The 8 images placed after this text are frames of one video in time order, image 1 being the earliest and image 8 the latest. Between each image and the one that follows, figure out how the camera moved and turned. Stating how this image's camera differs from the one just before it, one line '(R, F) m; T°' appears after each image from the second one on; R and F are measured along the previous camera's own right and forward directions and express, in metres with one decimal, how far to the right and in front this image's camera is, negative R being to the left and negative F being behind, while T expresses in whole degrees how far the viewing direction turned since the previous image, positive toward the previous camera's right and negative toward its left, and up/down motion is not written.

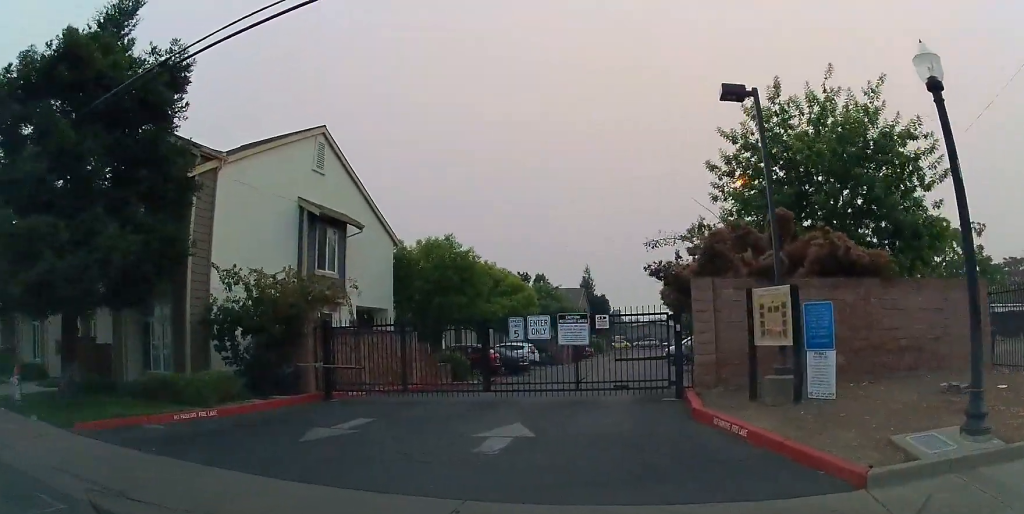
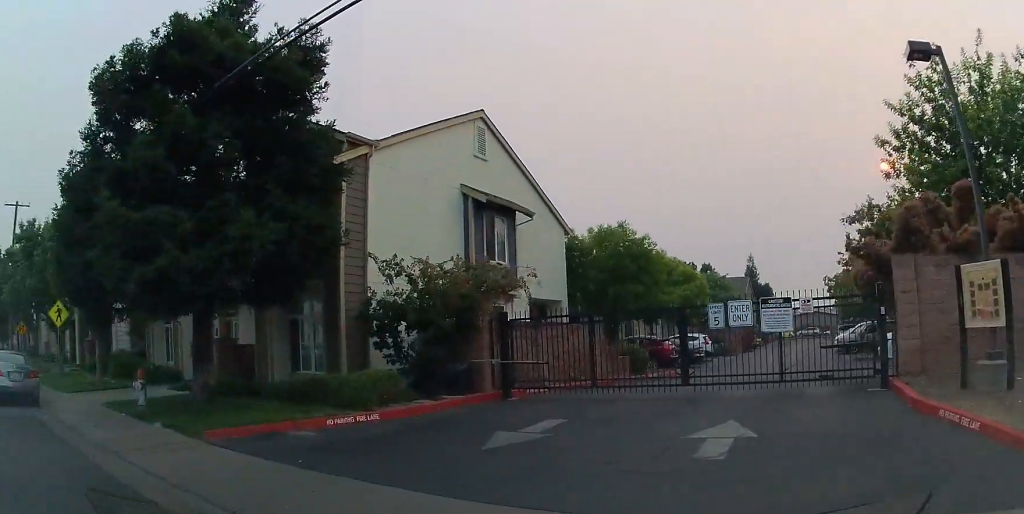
(-0.2, +1.4) m; -15°
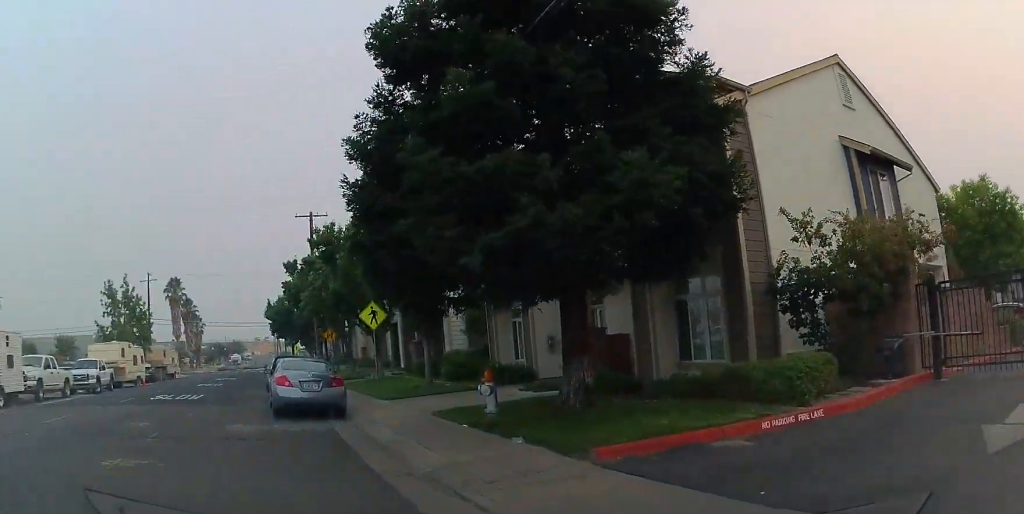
(-0.8, +2.8) m; -24°
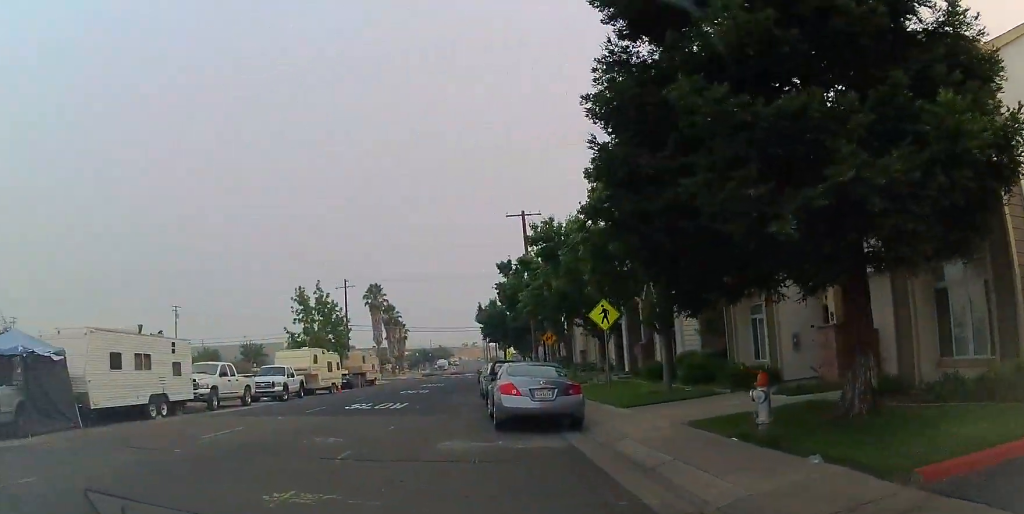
(-0.1, +1.9) m; -13°
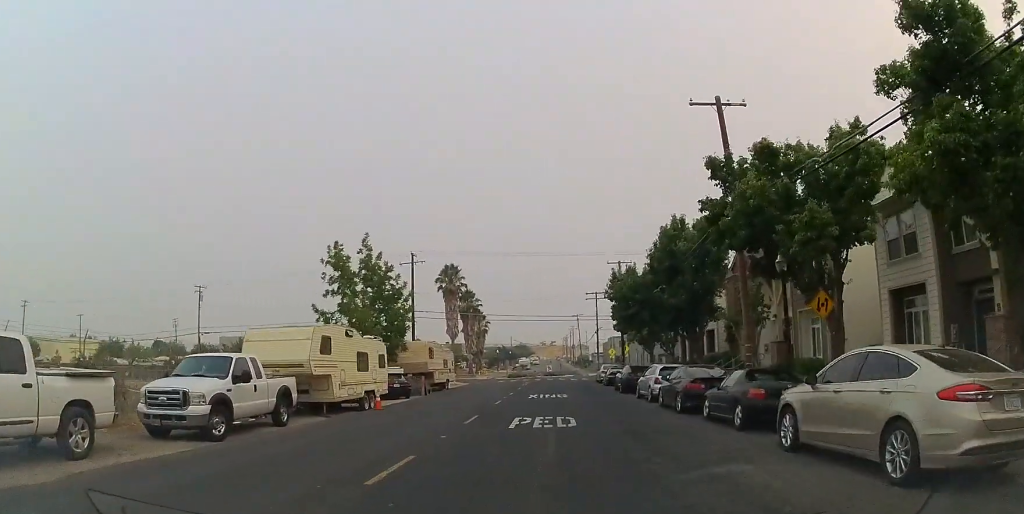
(-3.2, +17.4) m; -5°
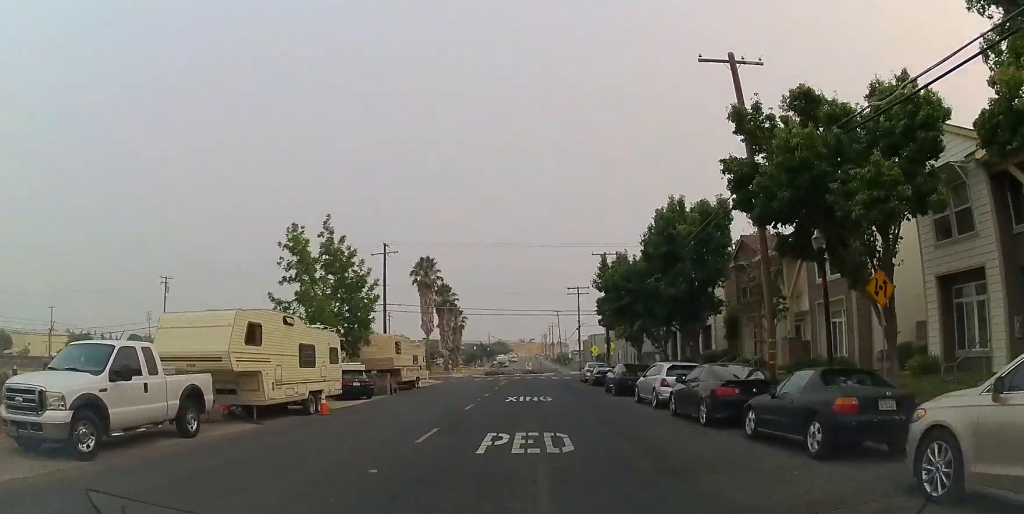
(+0.1, +3.8) m; +4°
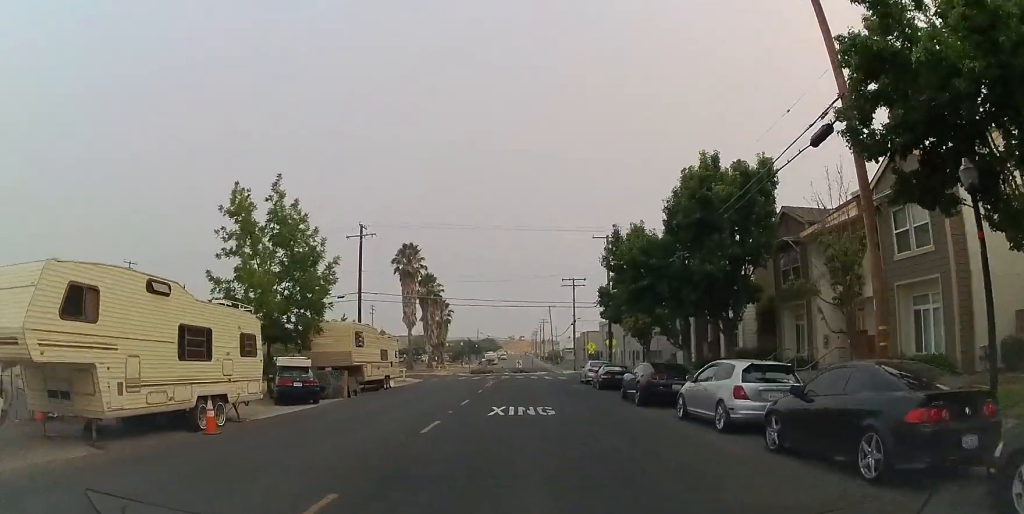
(+0.4, +6.4) m; +6°
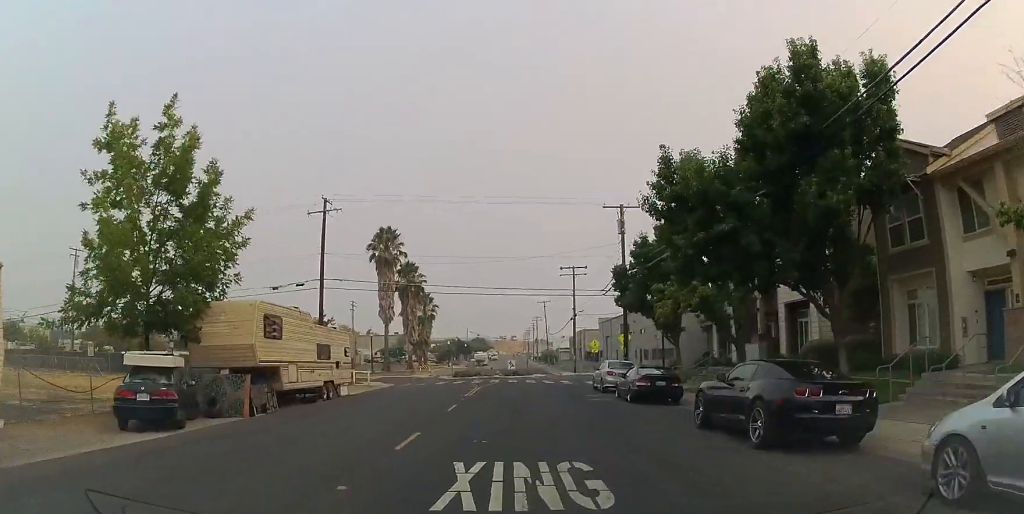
(+0.6, +9.4) m; +2°
